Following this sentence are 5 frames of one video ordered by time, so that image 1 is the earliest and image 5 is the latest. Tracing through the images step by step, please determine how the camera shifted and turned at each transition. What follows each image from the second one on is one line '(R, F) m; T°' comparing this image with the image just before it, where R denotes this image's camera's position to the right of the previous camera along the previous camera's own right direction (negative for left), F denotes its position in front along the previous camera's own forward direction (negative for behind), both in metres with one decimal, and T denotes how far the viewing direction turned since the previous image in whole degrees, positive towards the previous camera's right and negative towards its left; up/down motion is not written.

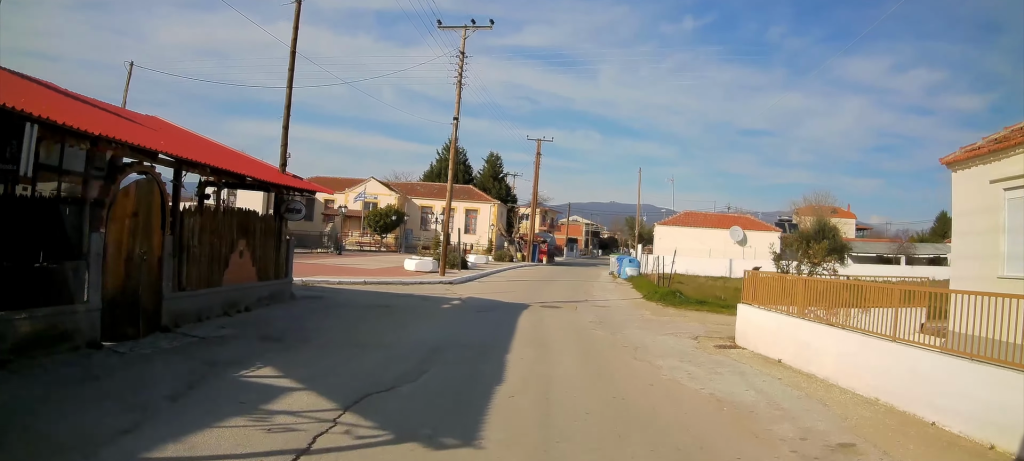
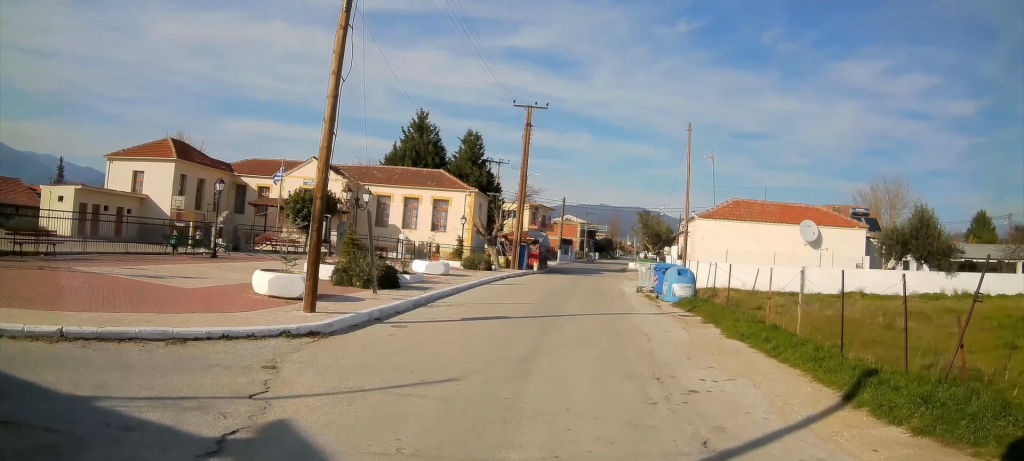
(+0.1, +15.4) m; -1°
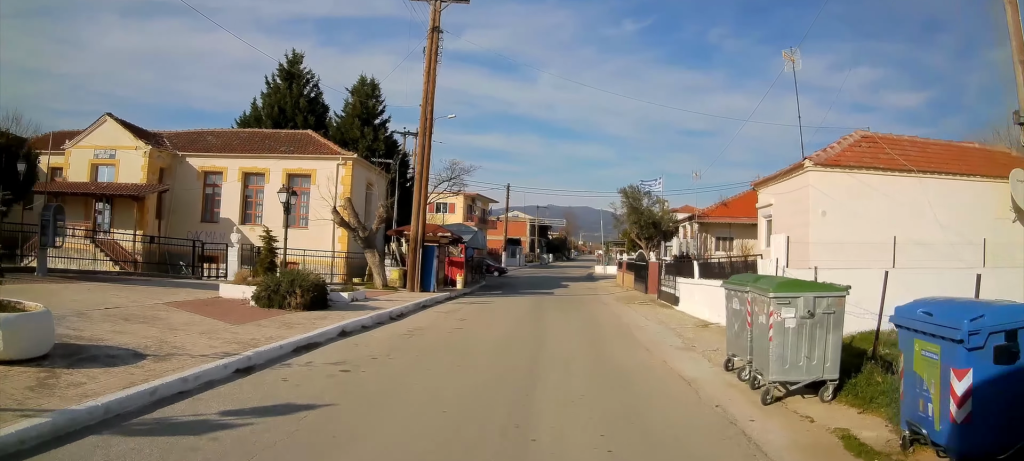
(-0.1, +21.3) m; +4°
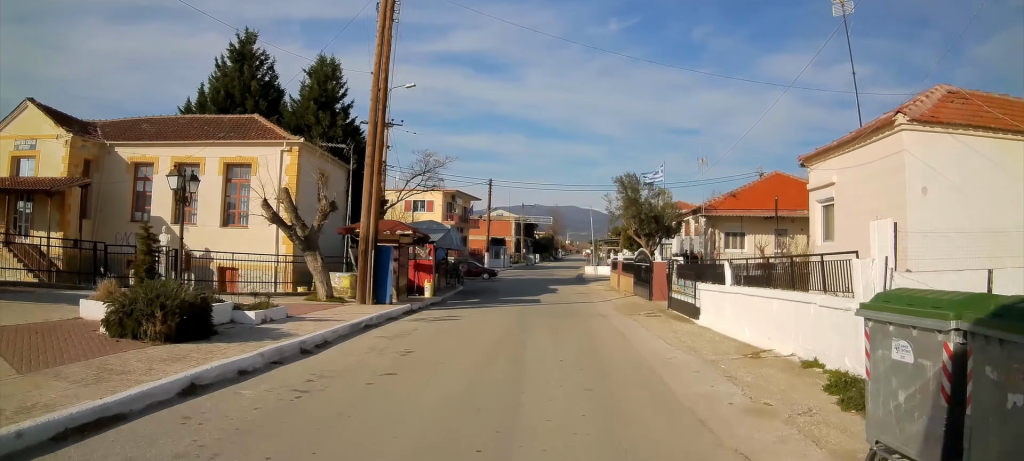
(+0.2, +4.8) m; +3°
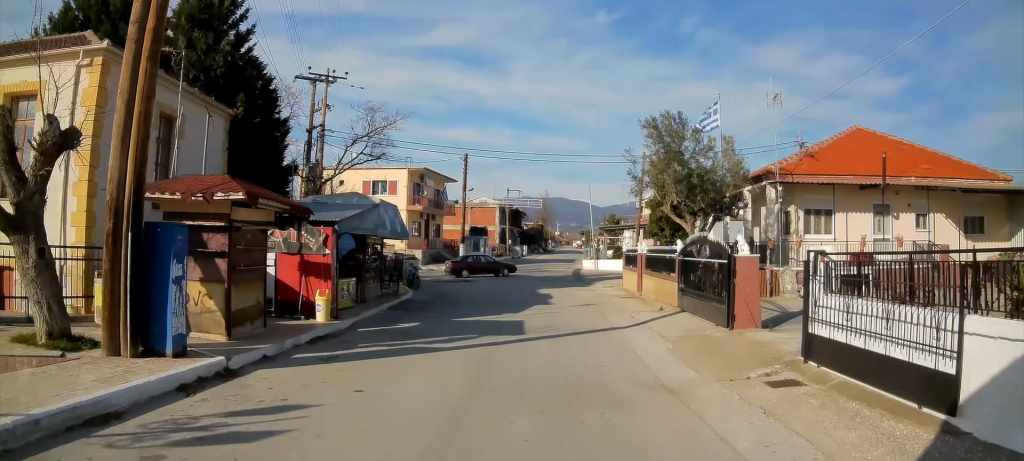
(+0.4, +11.0) m; +2°
